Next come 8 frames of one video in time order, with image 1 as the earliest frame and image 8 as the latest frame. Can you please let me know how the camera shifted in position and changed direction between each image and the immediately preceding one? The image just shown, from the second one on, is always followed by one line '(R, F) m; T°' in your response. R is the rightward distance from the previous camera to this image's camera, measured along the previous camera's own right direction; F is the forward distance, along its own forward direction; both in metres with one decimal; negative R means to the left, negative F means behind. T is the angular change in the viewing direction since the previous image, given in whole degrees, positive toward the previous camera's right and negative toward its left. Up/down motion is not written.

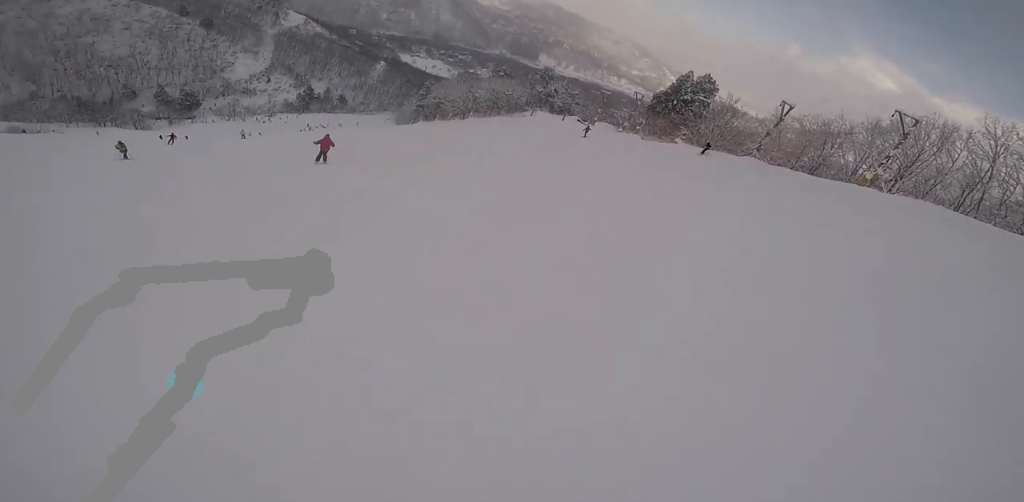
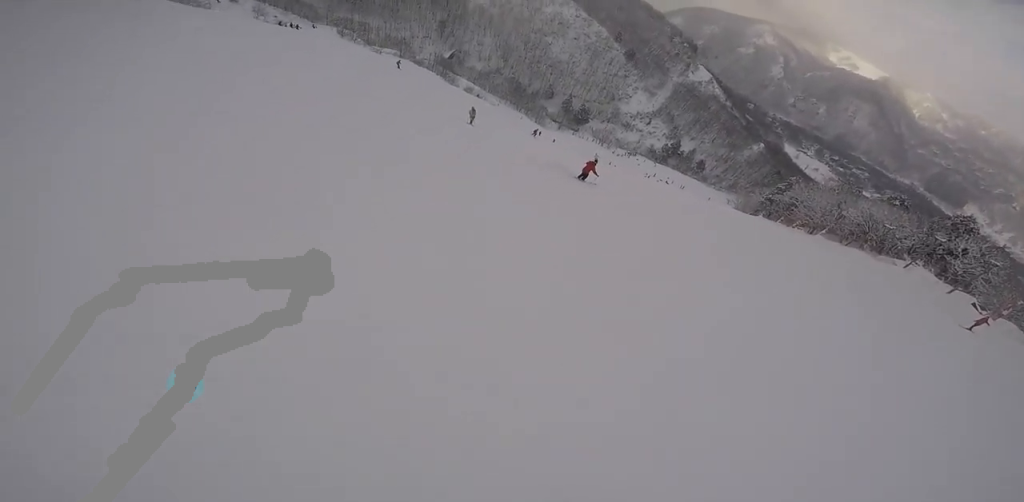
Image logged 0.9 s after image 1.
(-1.1, +4.9) m; -40°
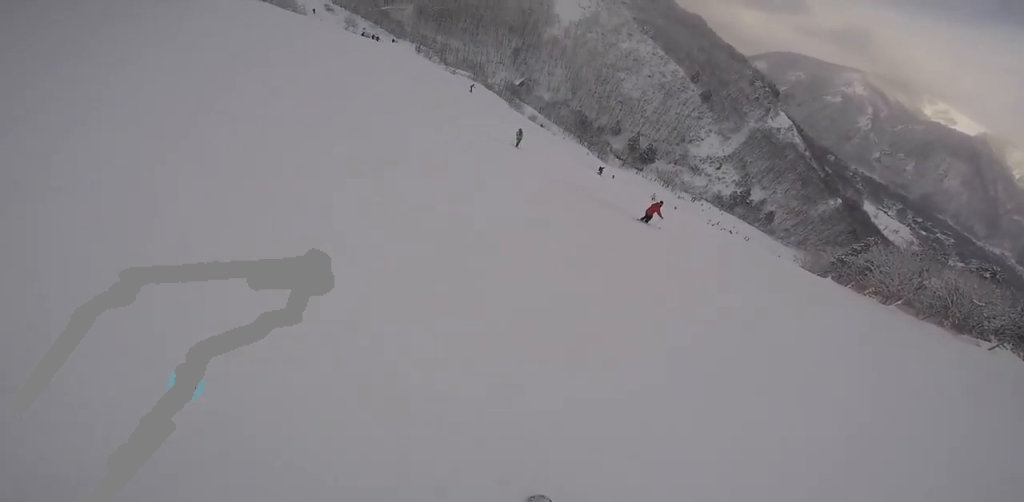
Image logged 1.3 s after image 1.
(-1.0, +2.1) m; -18°
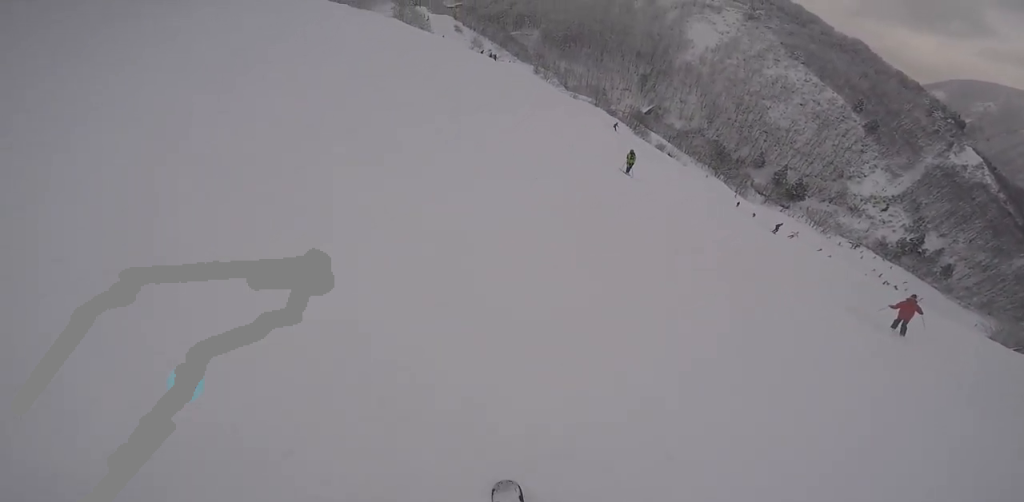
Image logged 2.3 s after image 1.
(-2.1, +4.9) m; -34°
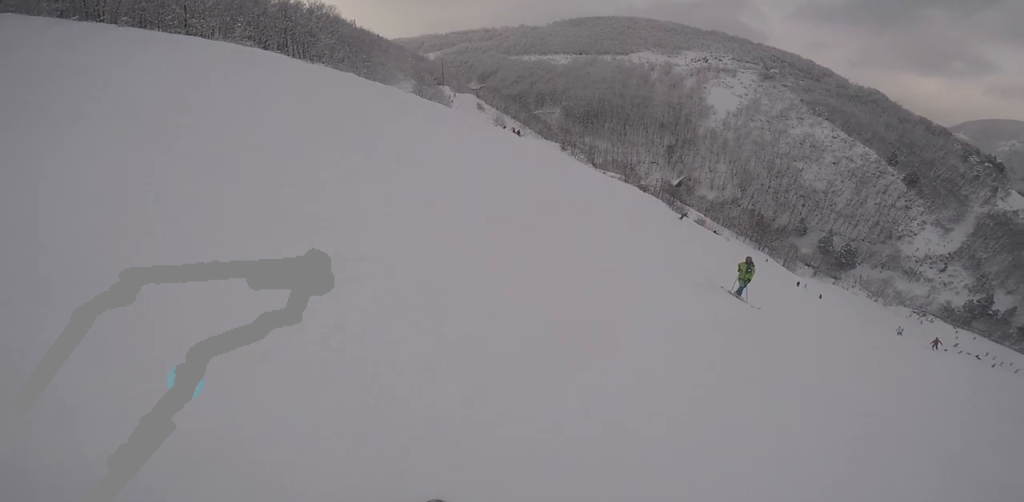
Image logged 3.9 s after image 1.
(-1.6, +8.4) m; -11°
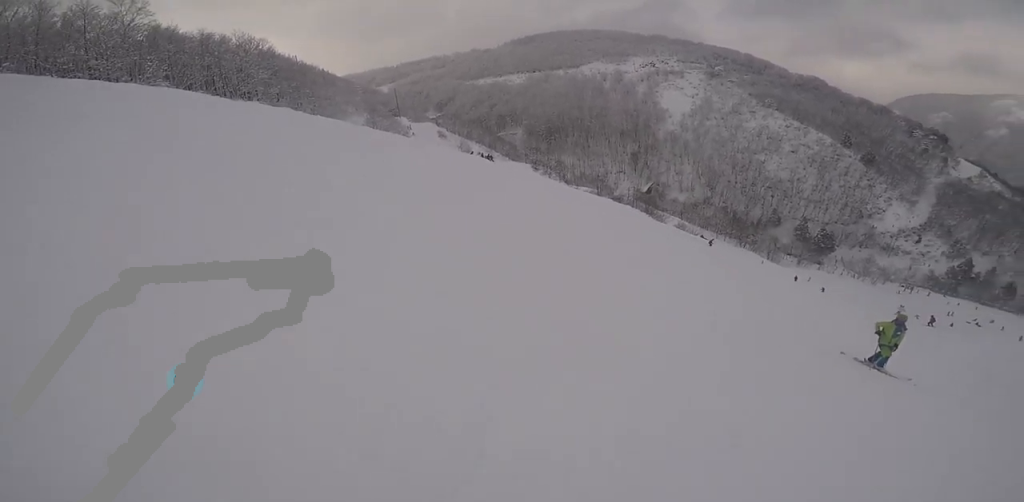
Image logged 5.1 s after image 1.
(0.0, +5.8) m; +1°
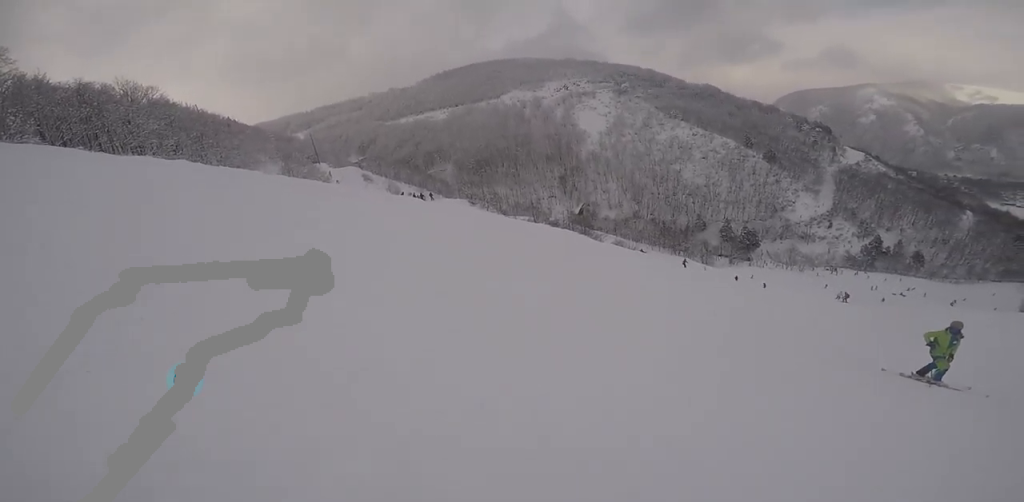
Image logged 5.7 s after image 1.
(-0.1, +2.9) m; +4°
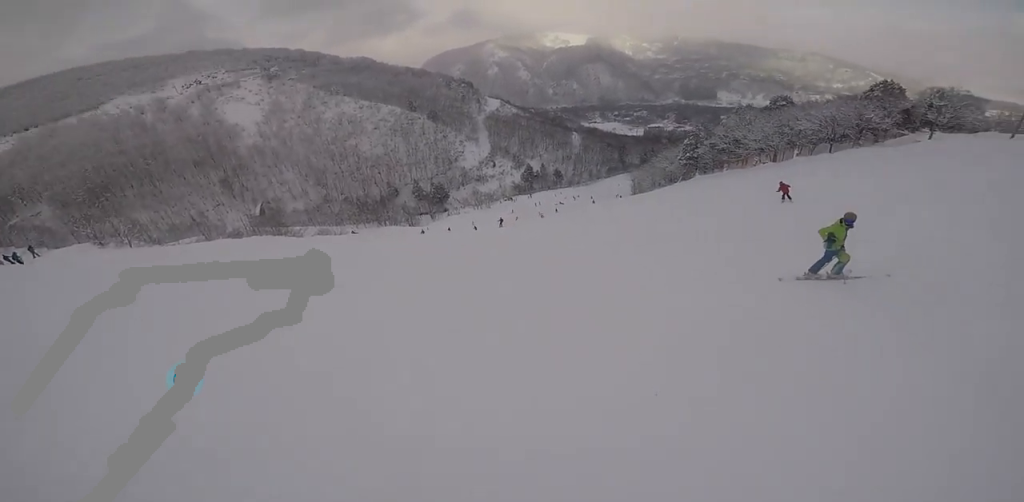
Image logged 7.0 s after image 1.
(+1.1, +4.5) m; +56°
